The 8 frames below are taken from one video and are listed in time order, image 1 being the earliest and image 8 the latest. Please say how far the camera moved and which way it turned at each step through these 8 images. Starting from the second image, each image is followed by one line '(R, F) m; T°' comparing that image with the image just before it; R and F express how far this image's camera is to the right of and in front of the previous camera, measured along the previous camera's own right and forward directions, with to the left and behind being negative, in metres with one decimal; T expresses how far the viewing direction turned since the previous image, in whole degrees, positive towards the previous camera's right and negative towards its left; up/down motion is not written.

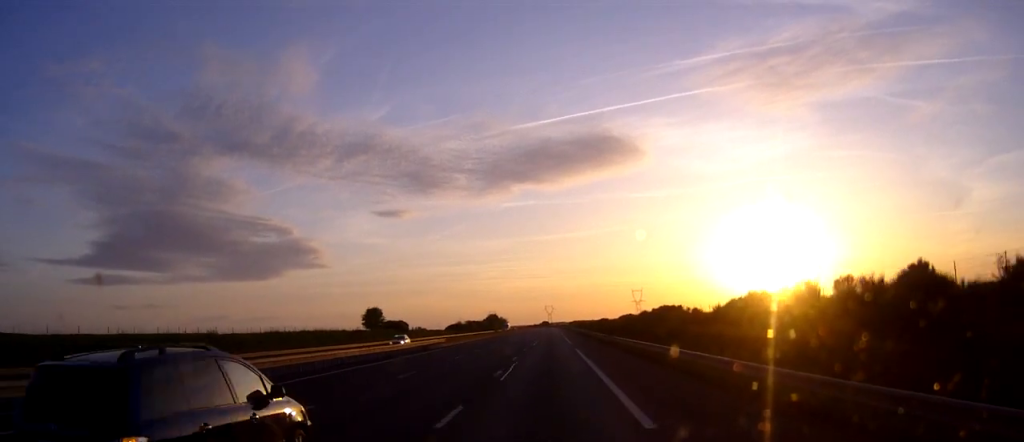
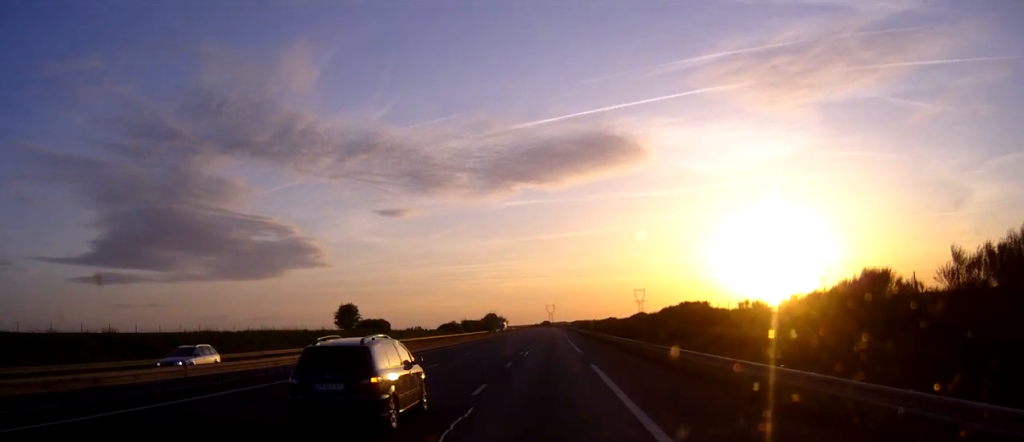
(+0.1, +19.9) m; 0°
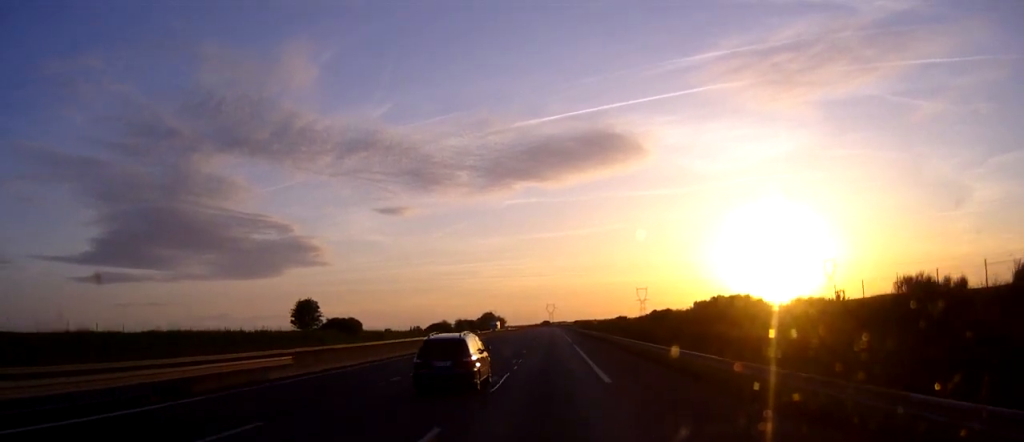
(0.0, +22.5) m; 0°
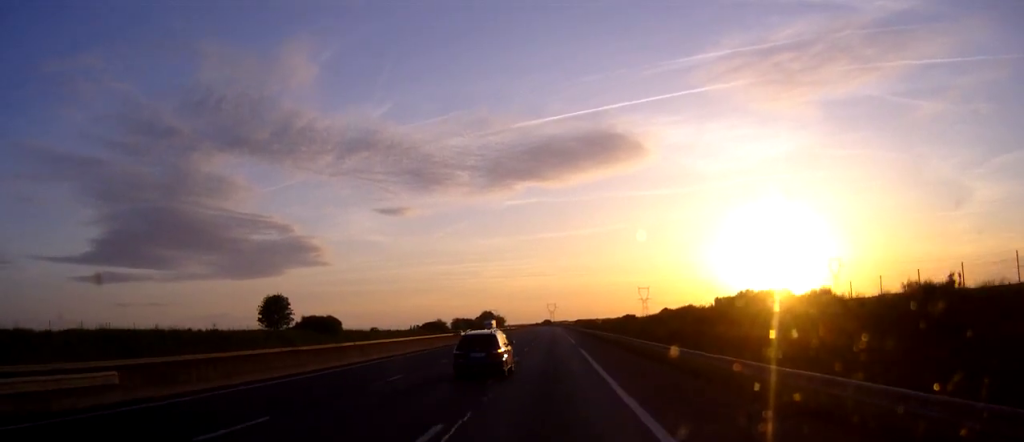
(0.0, +12.9) m; 0°
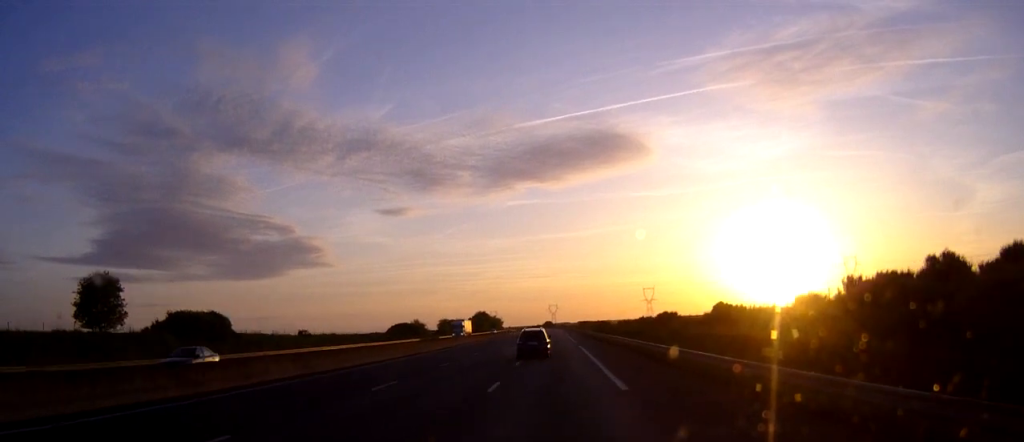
(-0.1, +41.5) m; 0°
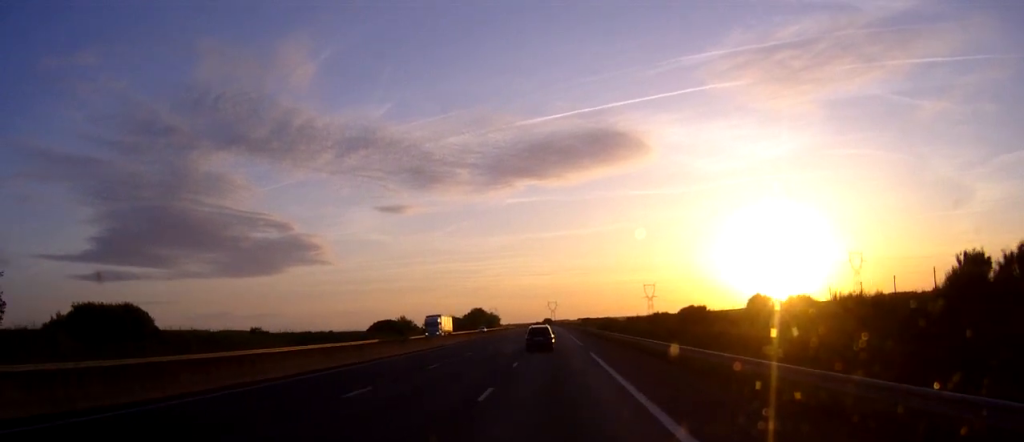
(+0.1, +16.4) m; 0°
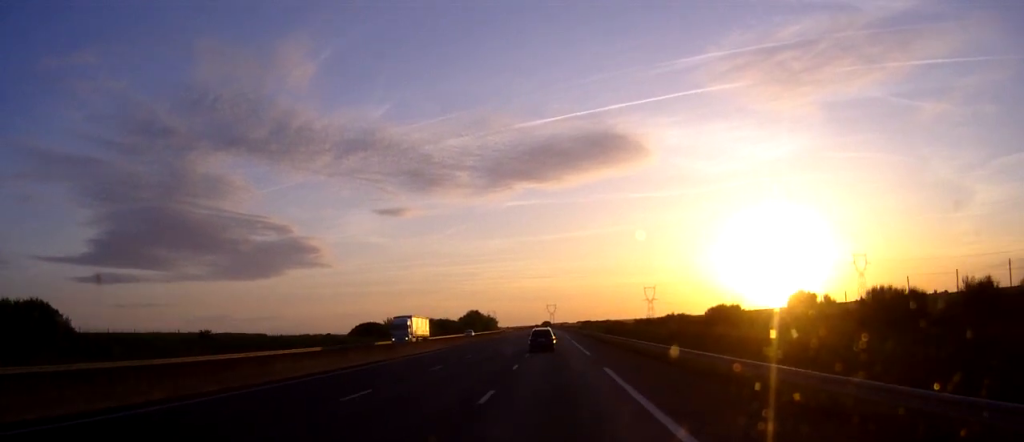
(0.0, +13.0) m; 0°
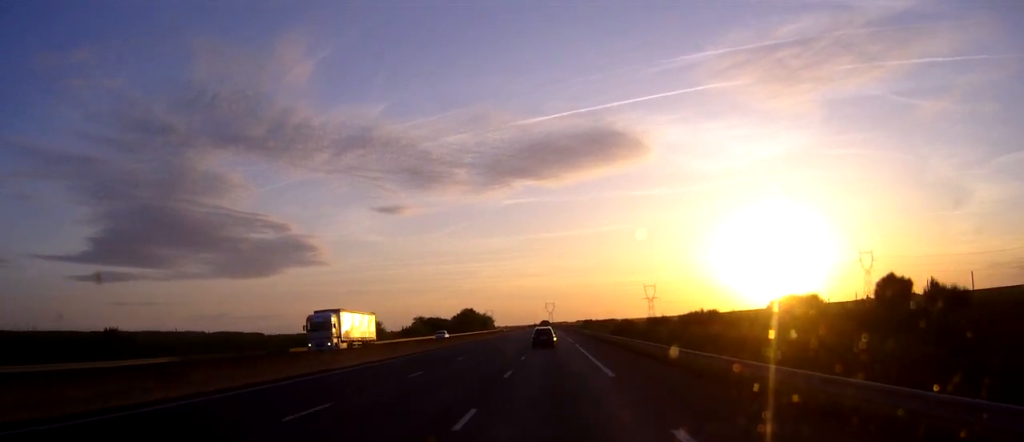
(0.0, +17.3) m; 0°
